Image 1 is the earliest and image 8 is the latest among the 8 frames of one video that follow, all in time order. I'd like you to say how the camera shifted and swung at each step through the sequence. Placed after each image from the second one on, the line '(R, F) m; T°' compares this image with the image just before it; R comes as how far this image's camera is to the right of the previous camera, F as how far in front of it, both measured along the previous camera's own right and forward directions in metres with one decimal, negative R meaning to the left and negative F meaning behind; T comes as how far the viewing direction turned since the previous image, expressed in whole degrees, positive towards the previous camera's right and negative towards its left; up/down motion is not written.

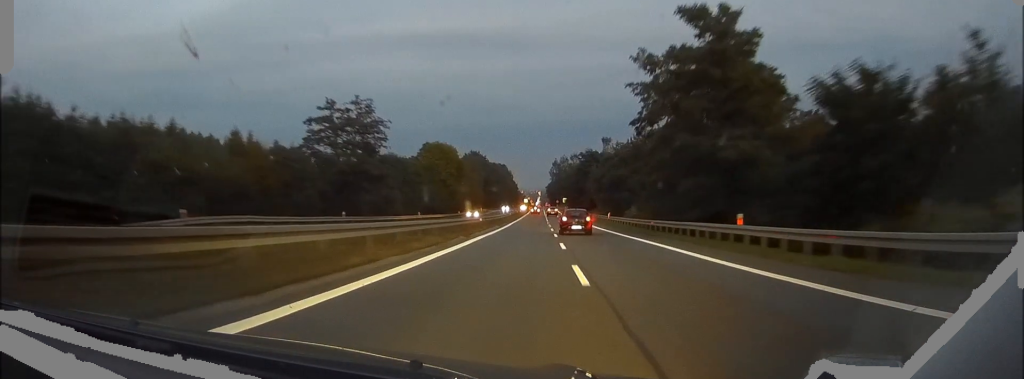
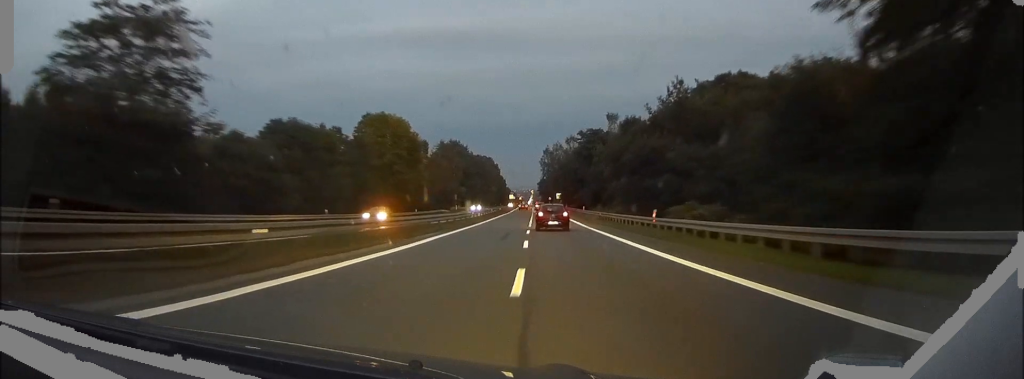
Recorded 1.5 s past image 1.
(+0.2, +37.6) m; +1°
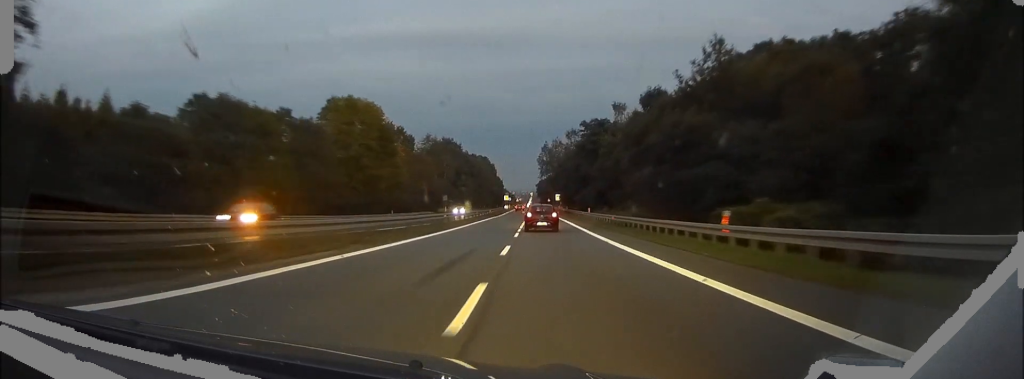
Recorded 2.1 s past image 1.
(+0.1, +15.1) m; 0°
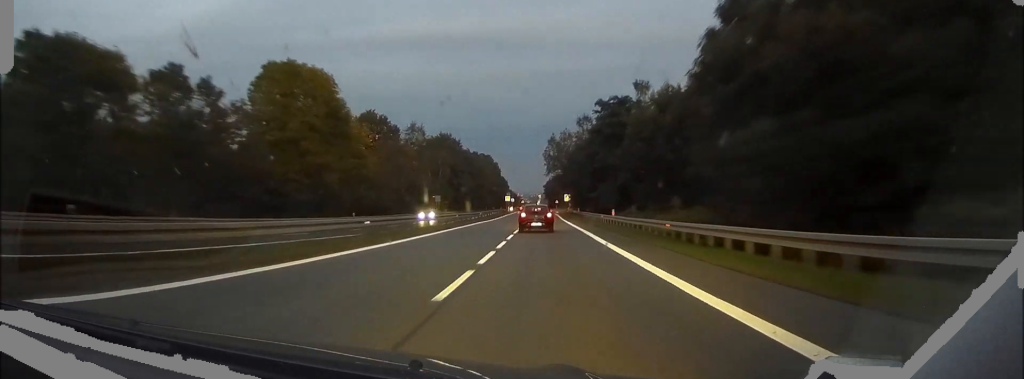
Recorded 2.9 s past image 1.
(0.0, +21.0) m; -1°
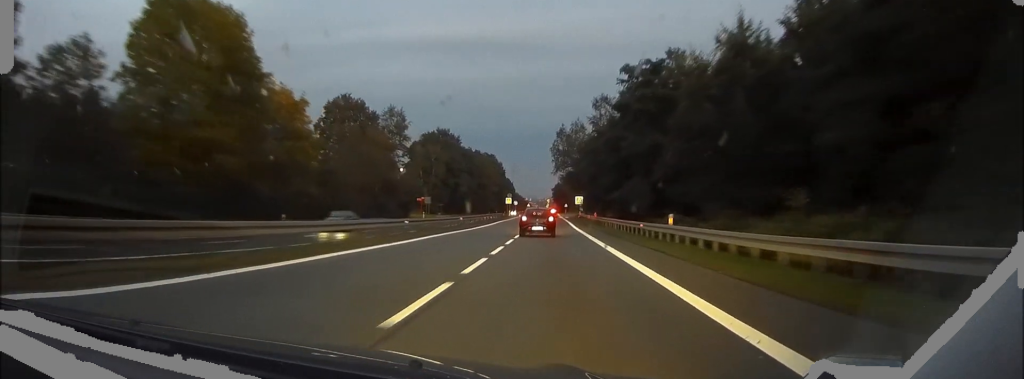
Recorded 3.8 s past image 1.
(-0.2, +21.0) m; -1°
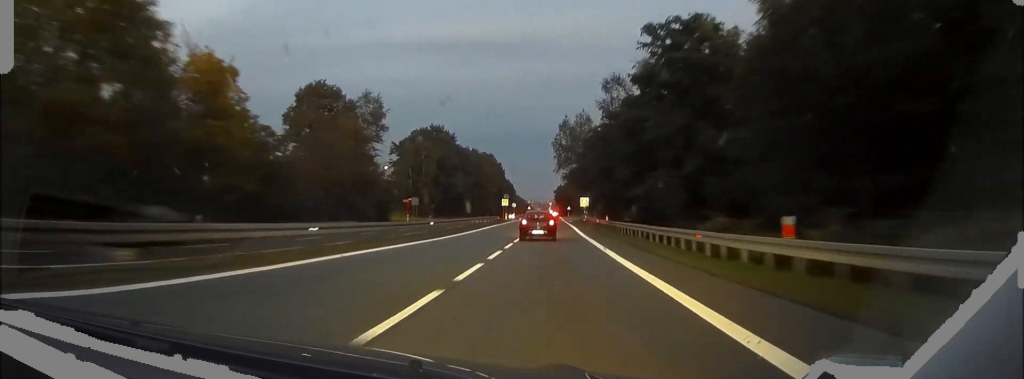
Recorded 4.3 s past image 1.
(-0.1, +13.4) m; 0°
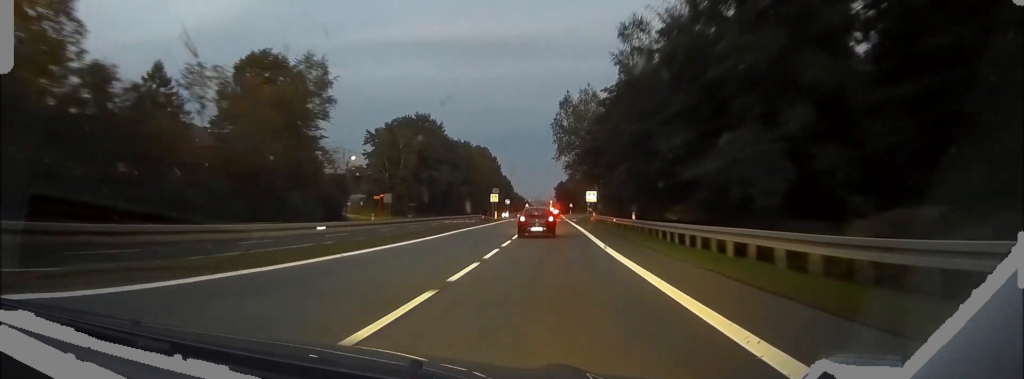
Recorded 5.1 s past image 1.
(0.0, +19.2) m; 0°
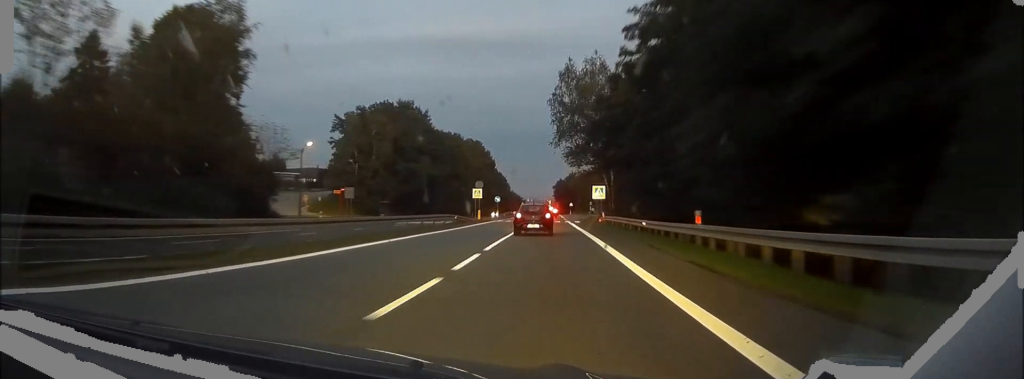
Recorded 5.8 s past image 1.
(0.0, +17.5) m; 0°
